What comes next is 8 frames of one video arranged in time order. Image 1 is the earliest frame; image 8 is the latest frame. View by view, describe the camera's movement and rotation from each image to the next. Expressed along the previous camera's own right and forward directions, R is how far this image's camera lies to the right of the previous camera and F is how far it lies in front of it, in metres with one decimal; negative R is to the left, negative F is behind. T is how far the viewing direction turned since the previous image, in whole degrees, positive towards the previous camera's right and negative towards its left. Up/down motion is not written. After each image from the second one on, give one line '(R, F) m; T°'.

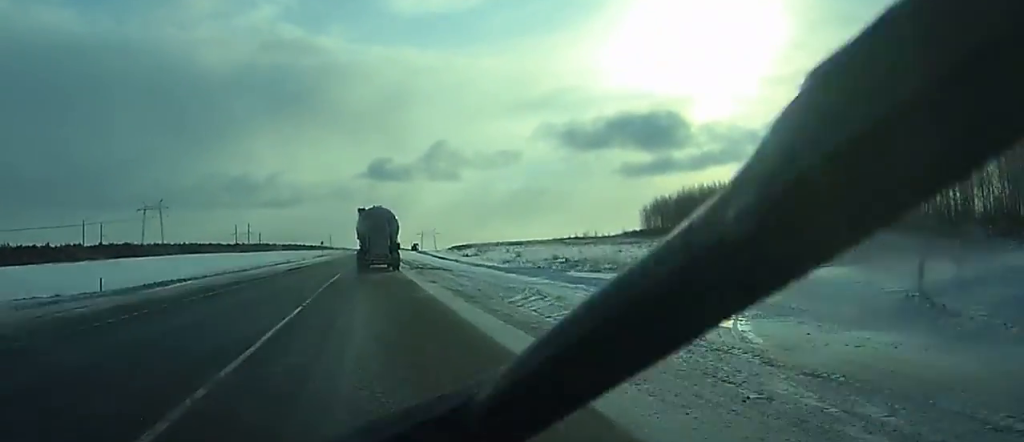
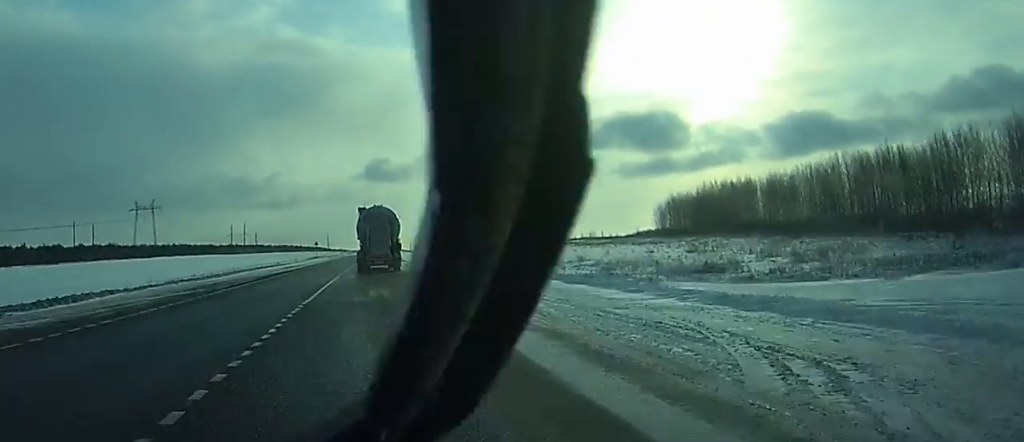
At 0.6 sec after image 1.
(0.0, +14.3) m; 0°
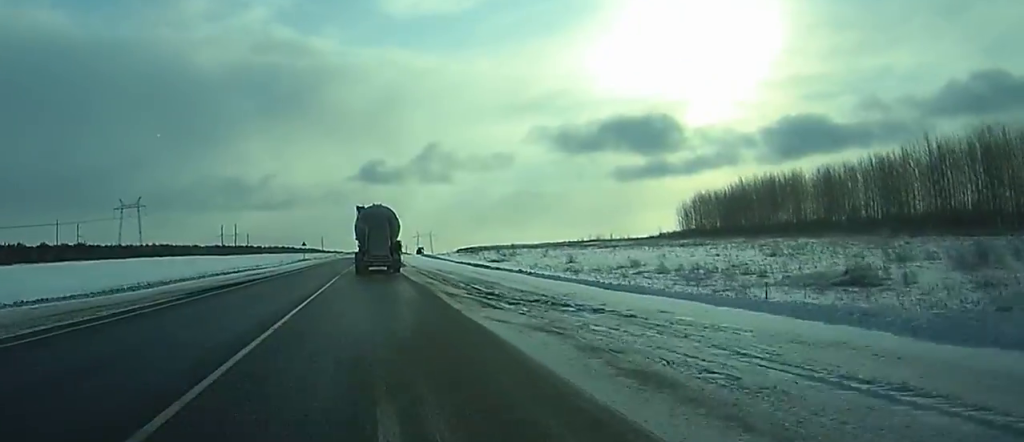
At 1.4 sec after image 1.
(-0.1, +21.9) m; 0°
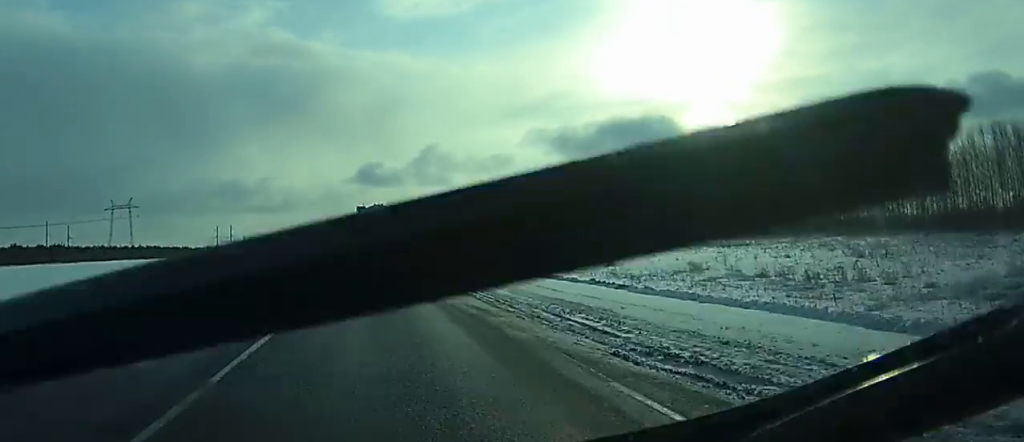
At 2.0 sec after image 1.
(-0.1, +15.2) m; 0°
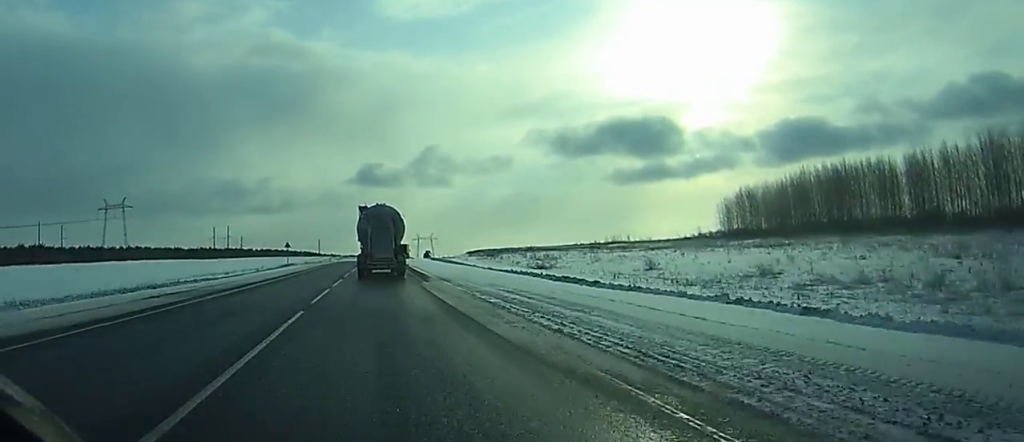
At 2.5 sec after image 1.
(0.0, +11.9) m; 0°
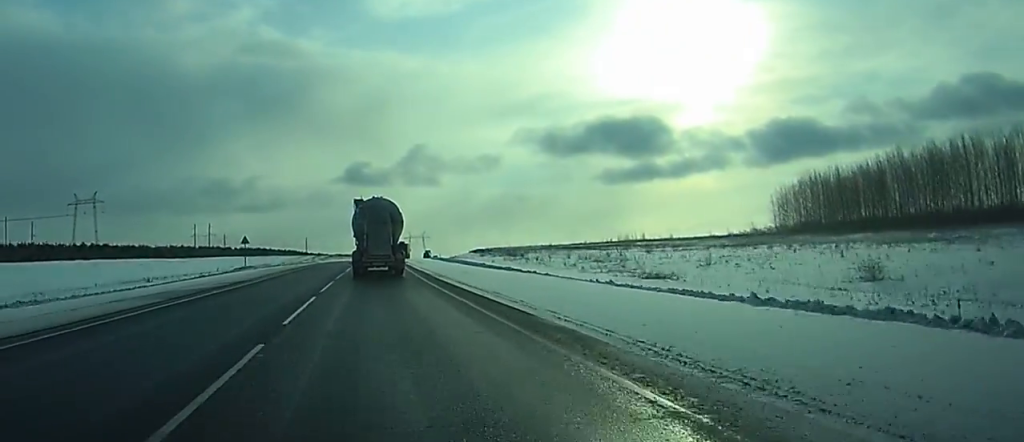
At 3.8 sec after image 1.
(+0.1, +32.3) m; +1°
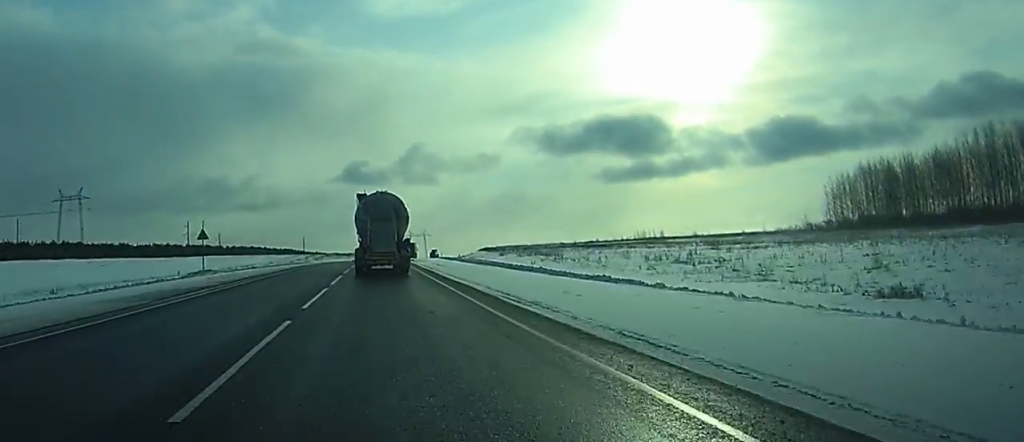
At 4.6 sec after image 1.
(+0.1, +21.0) m; 0°
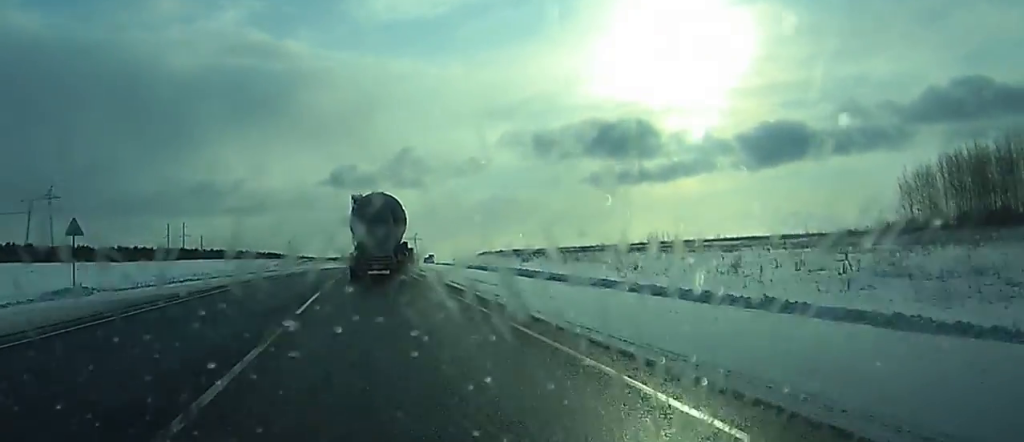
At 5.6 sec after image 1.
(+0.1, +25.7) m; +1°
